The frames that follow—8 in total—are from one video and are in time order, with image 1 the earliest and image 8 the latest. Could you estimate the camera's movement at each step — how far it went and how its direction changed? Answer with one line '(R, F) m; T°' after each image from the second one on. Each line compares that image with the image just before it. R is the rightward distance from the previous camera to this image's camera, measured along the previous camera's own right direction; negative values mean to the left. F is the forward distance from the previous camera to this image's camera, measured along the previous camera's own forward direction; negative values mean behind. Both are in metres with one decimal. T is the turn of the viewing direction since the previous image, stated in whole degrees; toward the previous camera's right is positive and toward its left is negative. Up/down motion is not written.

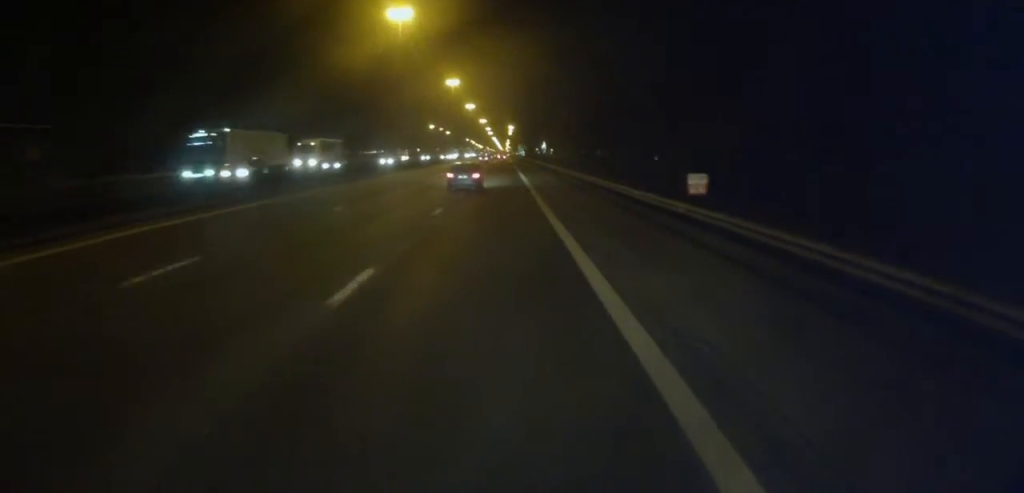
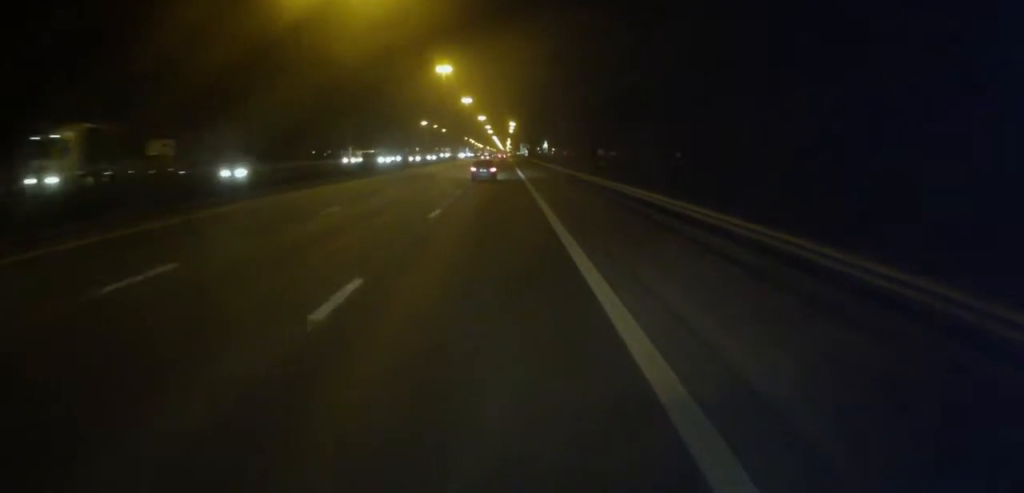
(0.0, +26.2) m; +1°
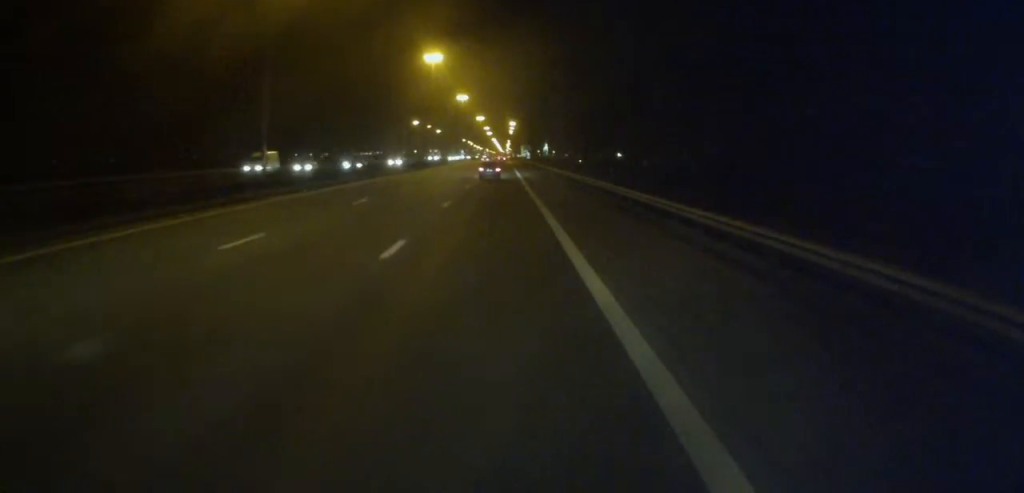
(+0.3, +20.8) m; 0°
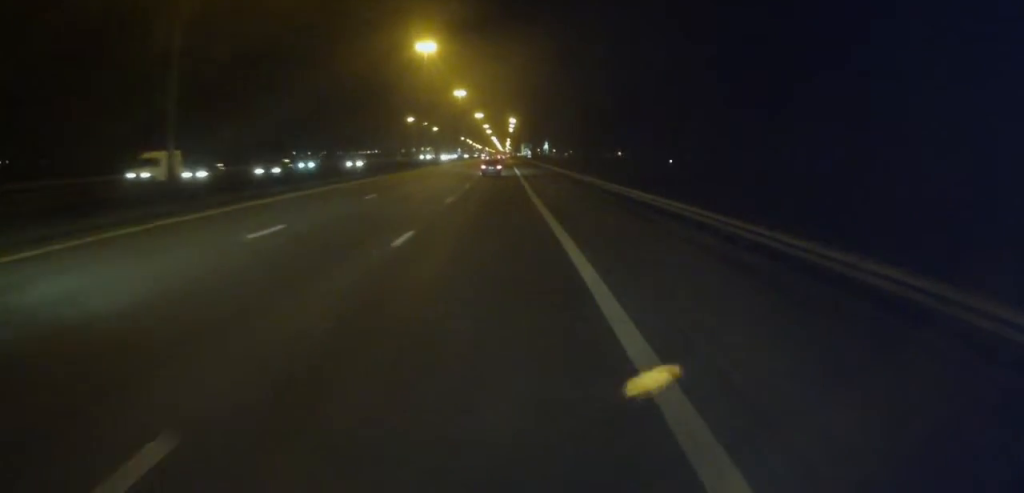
(-0.1, +11.3) m; 0°
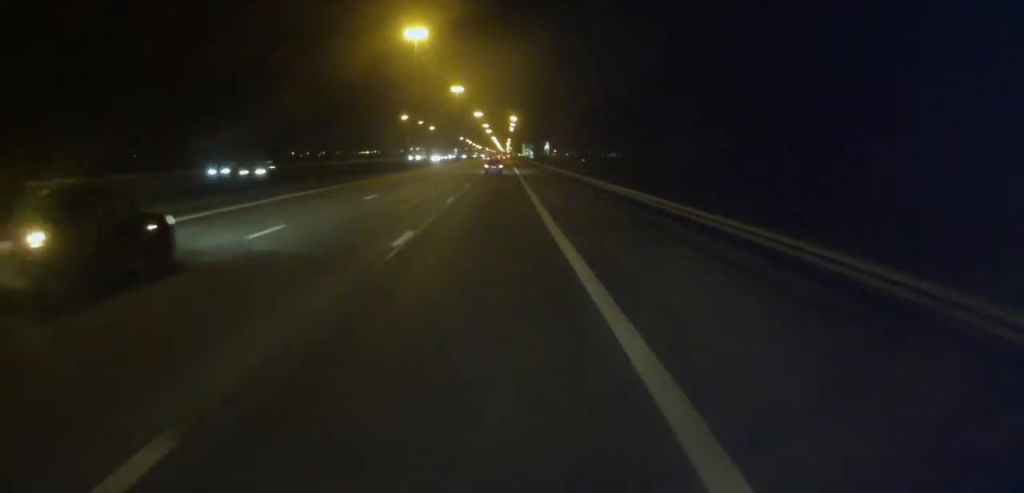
(0.0, +13.0) m; 0°
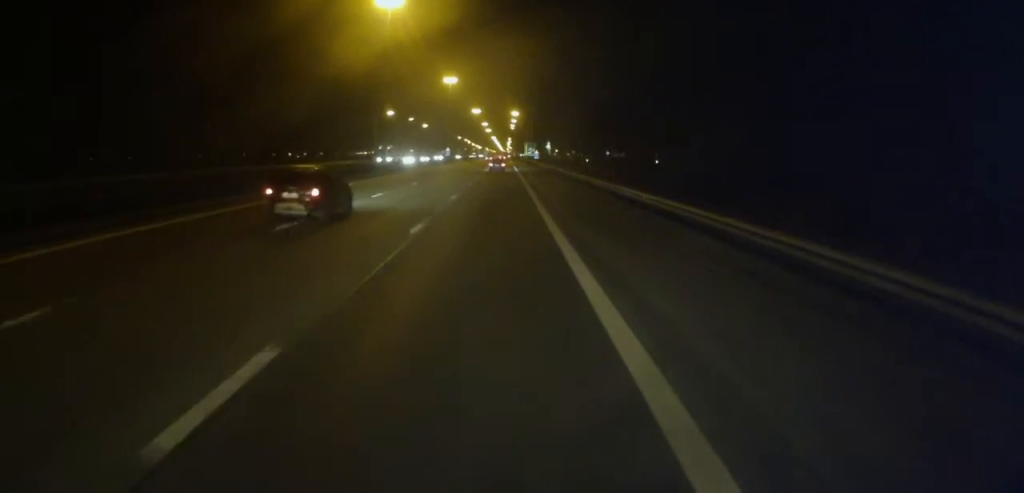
(+0.1, +23.9) m; 0°
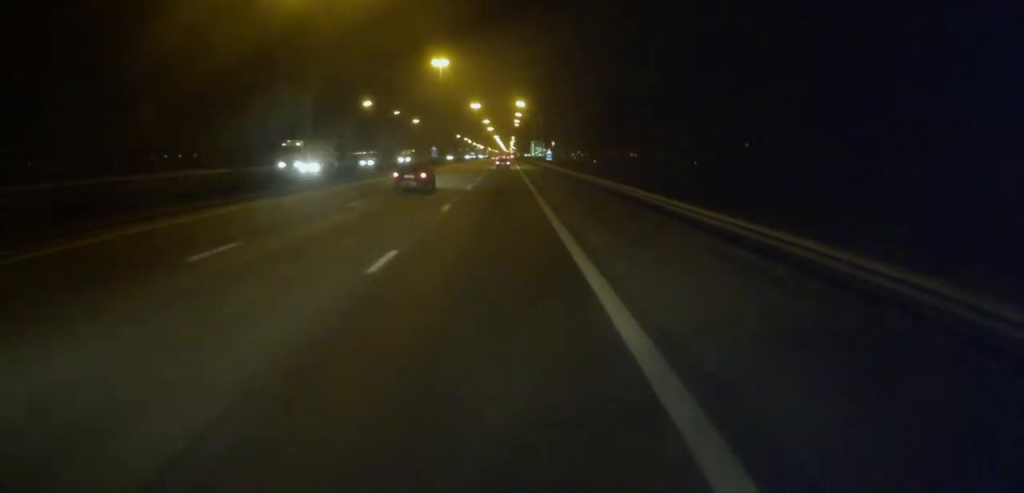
(-0.1, +33.3) m; 0°
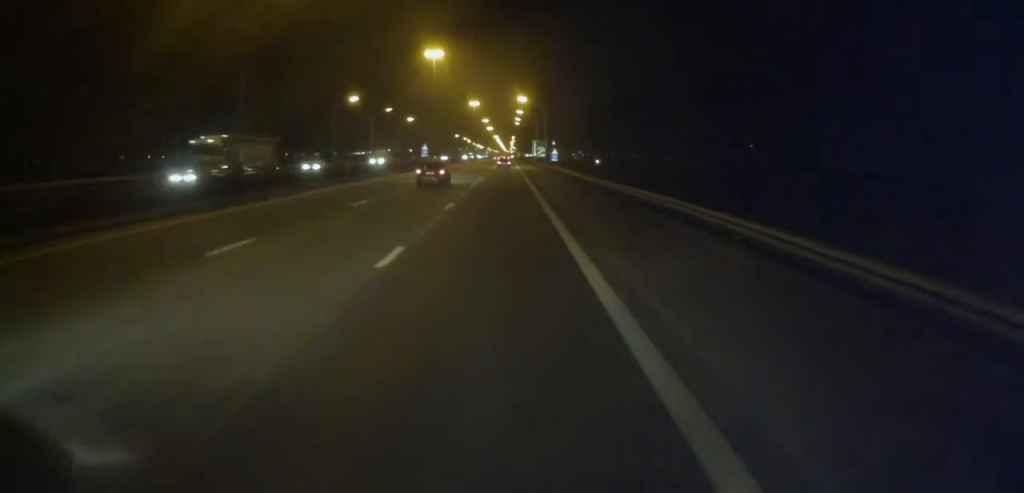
(0.0, +13.0) m; 0°
